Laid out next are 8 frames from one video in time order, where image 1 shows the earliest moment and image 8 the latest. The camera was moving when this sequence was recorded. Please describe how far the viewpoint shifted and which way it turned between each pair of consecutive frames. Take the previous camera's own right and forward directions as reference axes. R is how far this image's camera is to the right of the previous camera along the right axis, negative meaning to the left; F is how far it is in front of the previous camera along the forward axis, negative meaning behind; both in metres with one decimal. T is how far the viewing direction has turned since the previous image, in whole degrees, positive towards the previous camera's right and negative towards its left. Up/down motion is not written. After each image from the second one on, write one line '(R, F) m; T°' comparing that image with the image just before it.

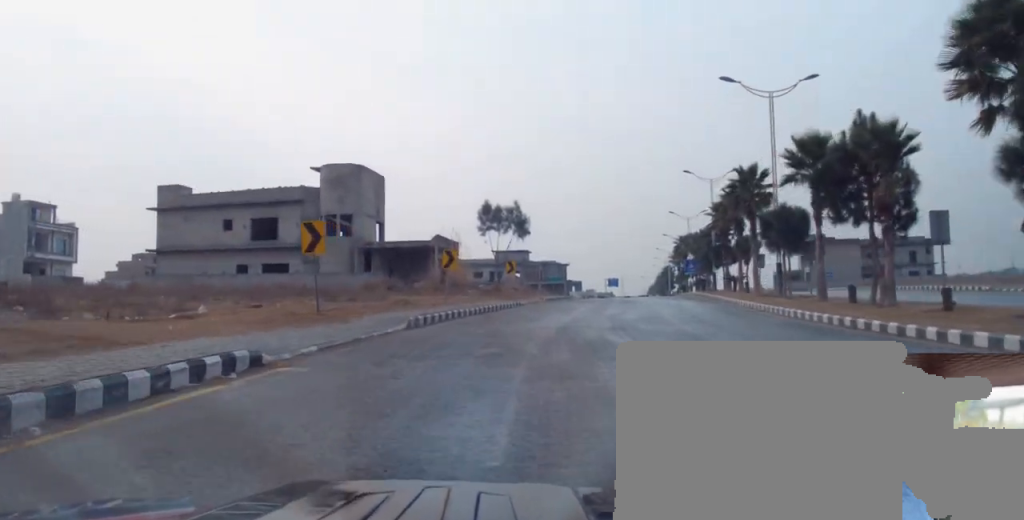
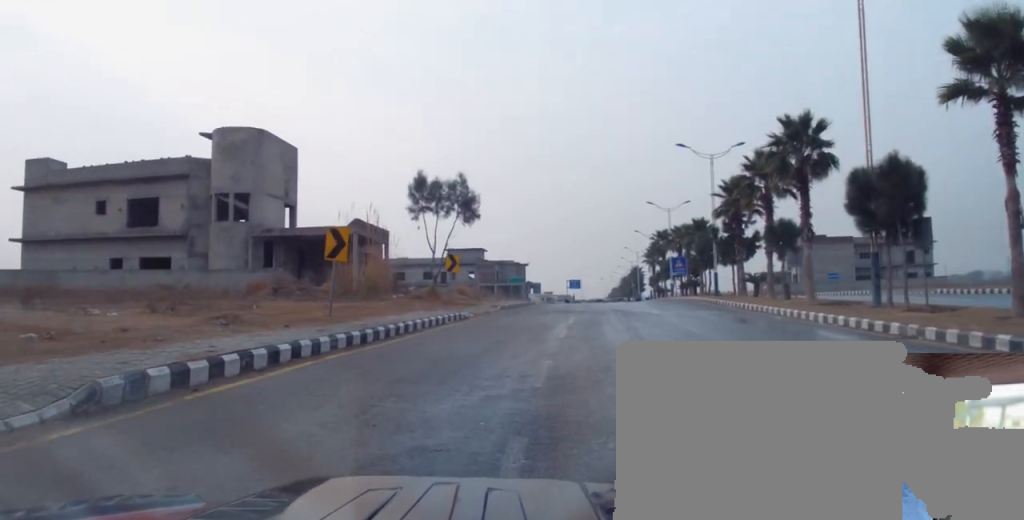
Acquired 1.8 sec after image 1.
(0.0, +14.3) m; +3°
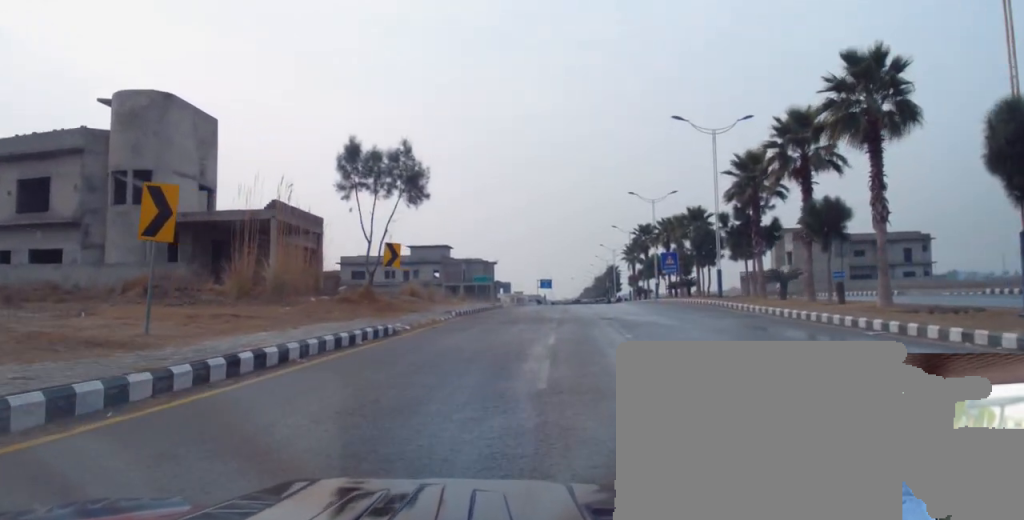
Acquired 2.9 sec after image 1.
(+0.4, +8.7) m; 0°
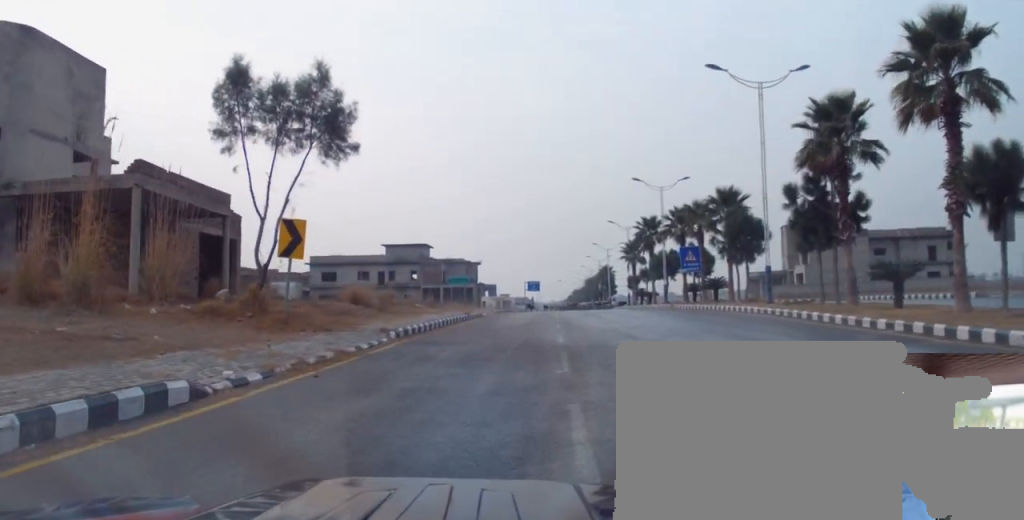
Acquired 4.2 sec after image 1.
(0.0, +10.7) m; +4°
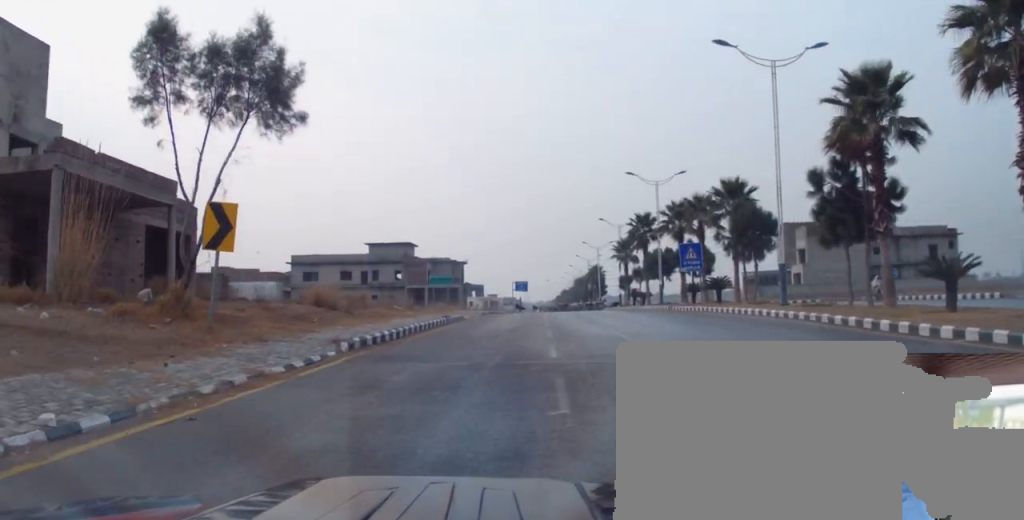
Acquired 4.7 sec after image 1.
(+0.3, +3.6) m; +1°
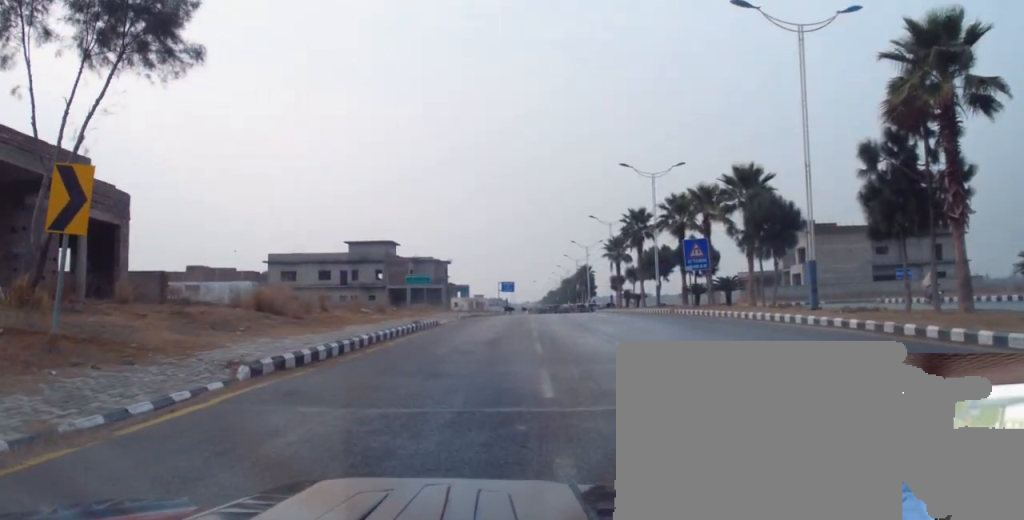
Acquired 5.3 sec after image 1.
(0.0, +4.5) m; -1°
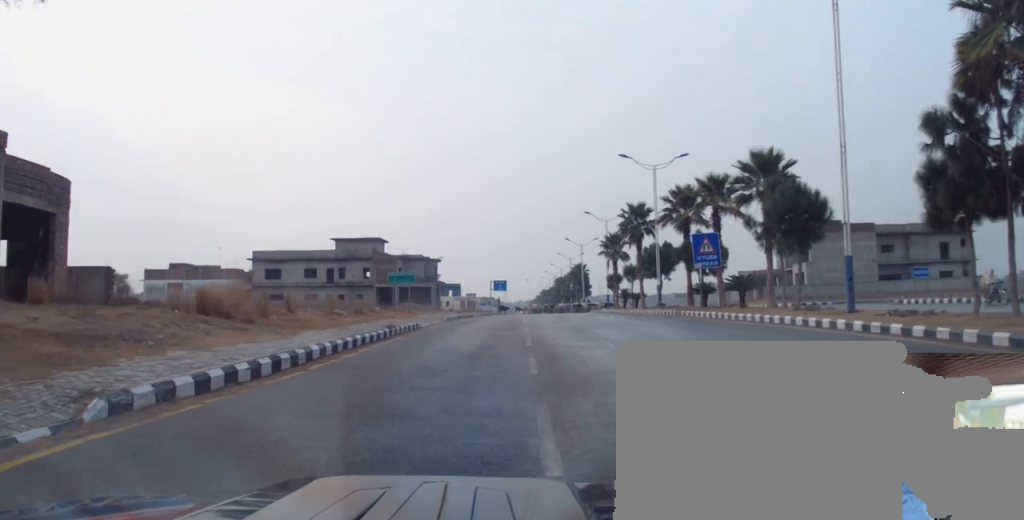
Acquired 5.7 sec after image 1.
(-0.1, +3.5) m; -1°
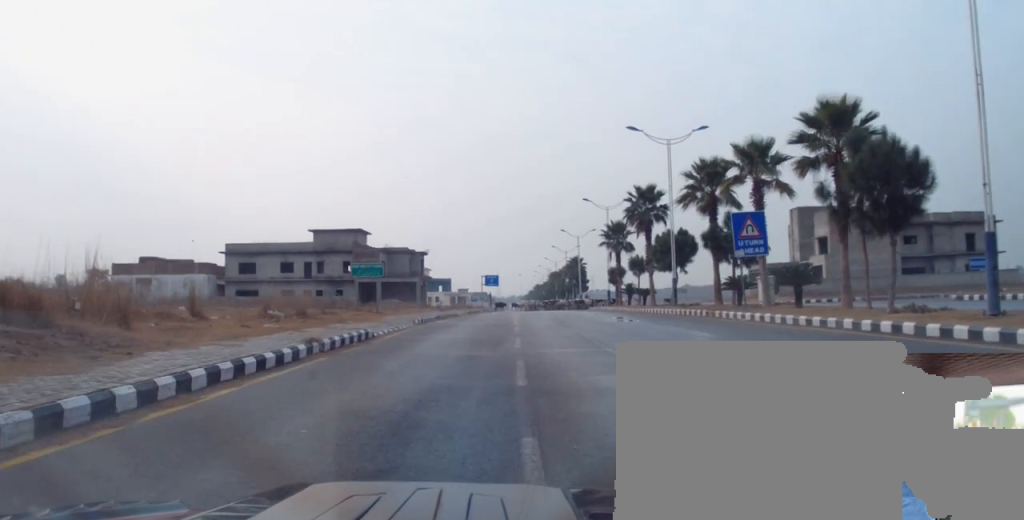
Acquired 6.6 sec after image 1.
(-0.1, +7.5) m; +2°
